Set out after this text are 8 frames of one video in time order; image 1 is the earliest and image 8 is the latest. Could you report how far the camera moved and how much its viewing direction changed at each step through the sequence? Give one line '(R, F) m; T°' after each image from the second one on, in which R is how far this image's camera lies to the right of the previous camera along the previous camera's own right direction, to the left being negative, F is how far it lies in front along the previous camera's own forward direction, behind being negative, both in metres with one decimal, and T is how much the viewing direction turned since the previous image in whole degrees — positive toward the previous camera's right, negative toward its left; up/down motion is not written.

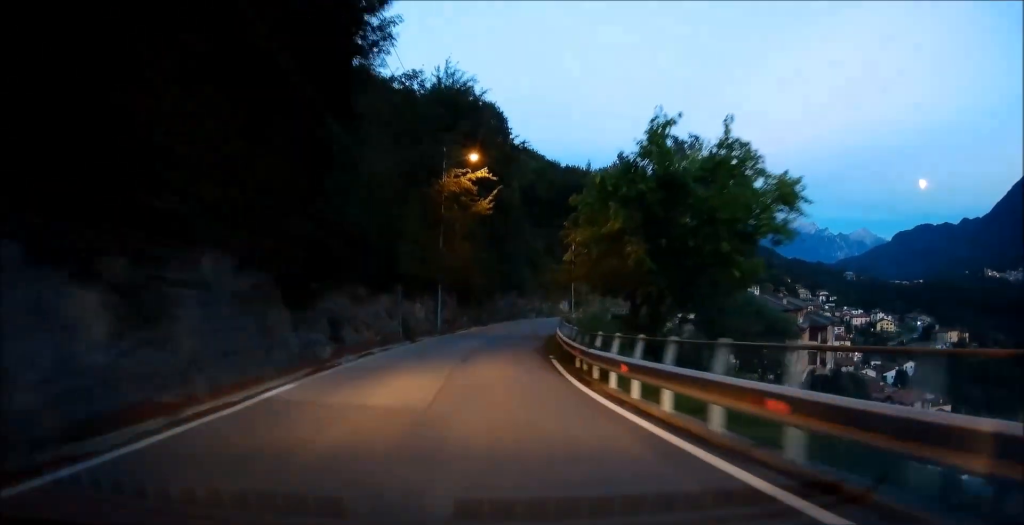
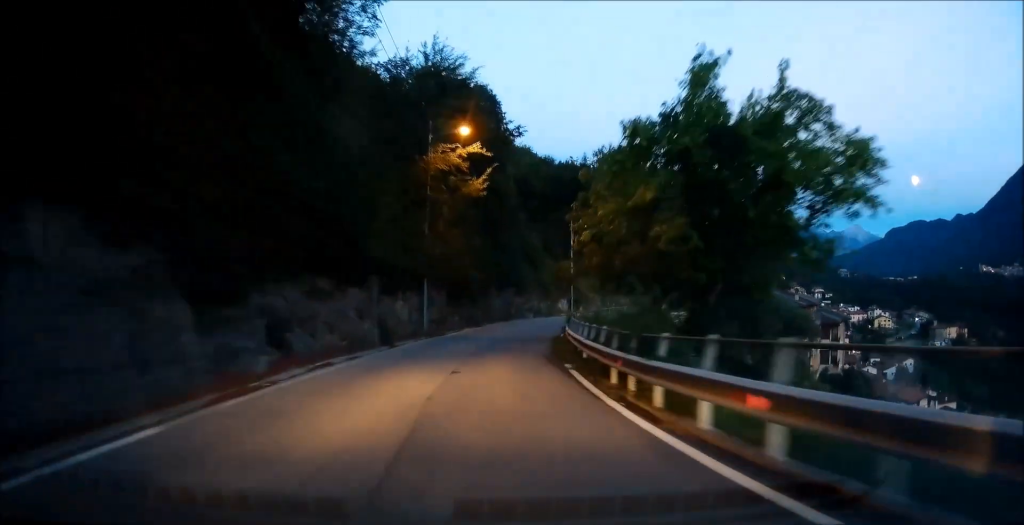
(-0.2, +5.3) m; 0°
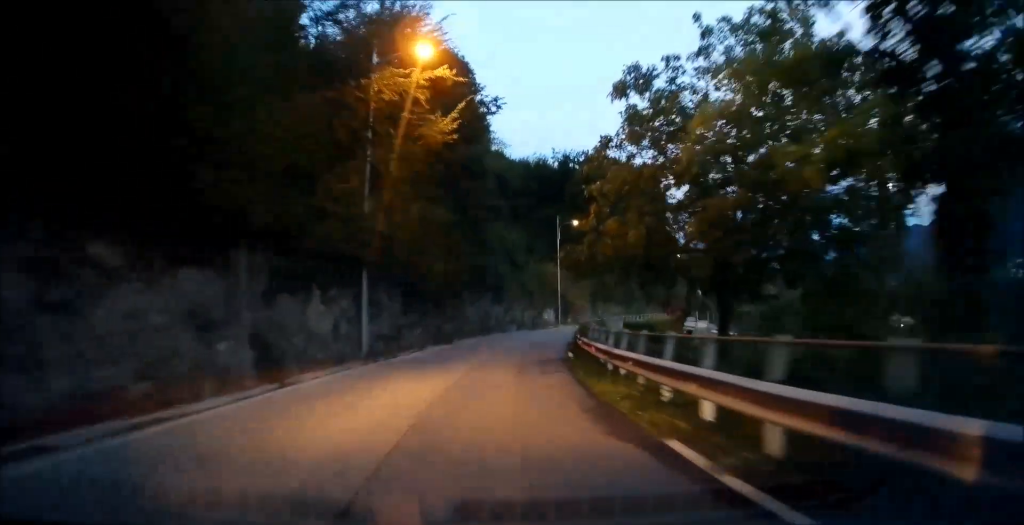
(+0.5, +11.0) m; +3°
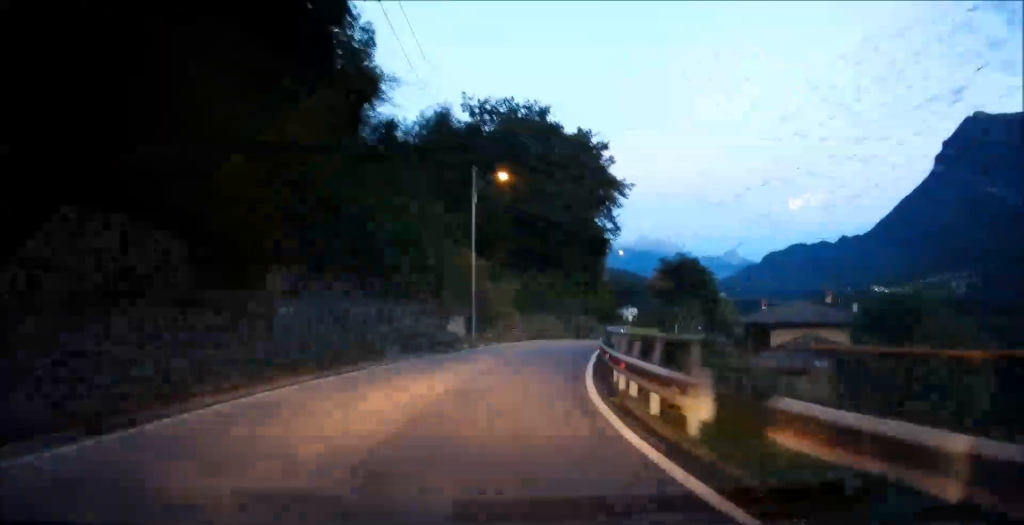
(+3.4, +24.7) m; +16°
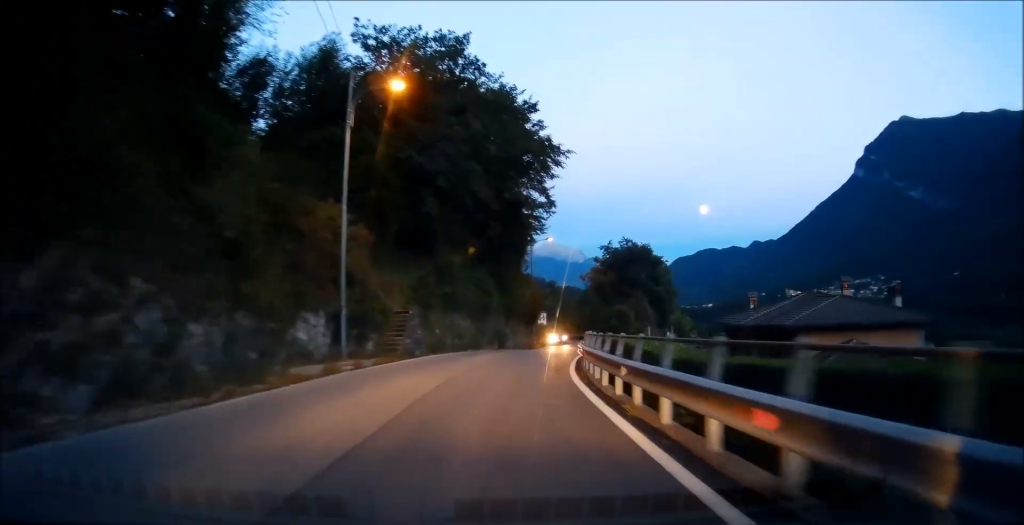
(+0.4, +16.1) m; +4°
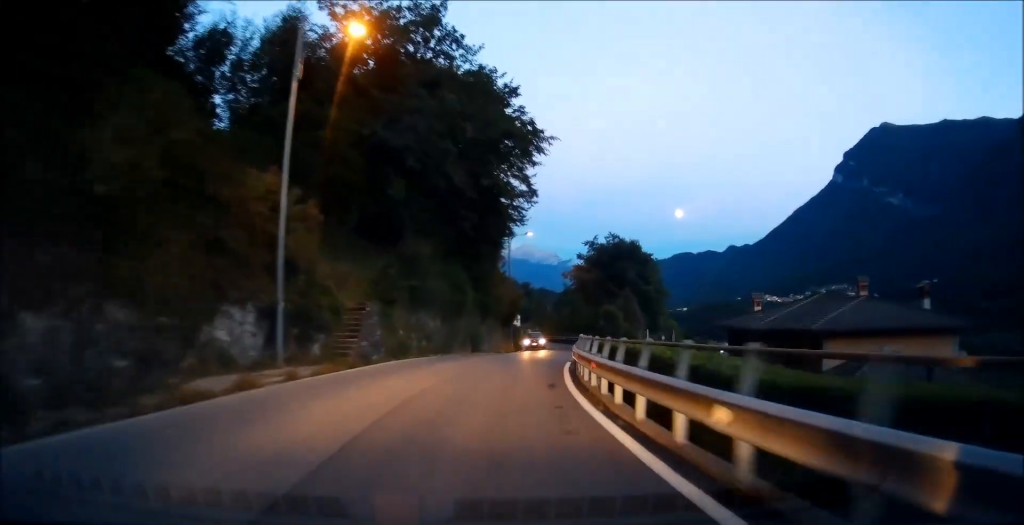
(-0.1, +5.0) m; +3°
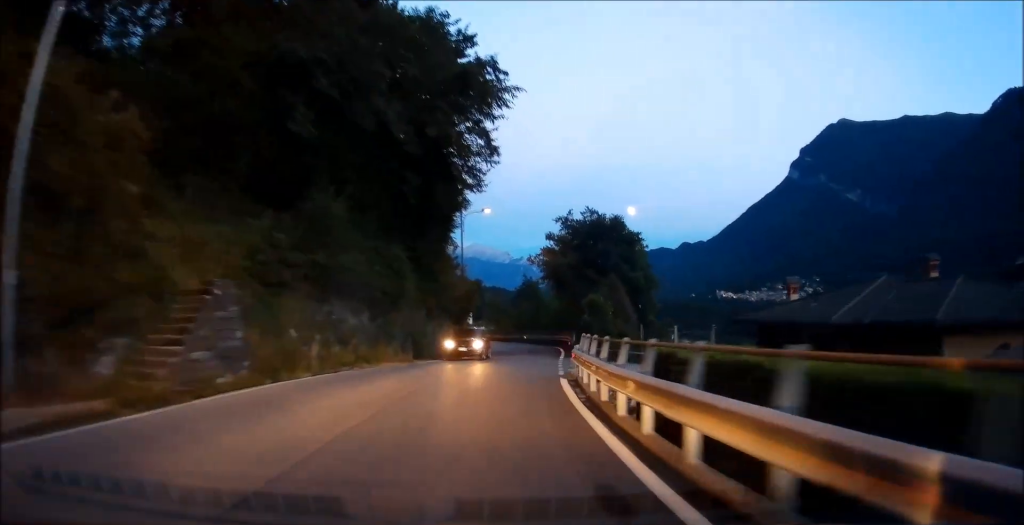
(+0.8, +10.6) m; +4°
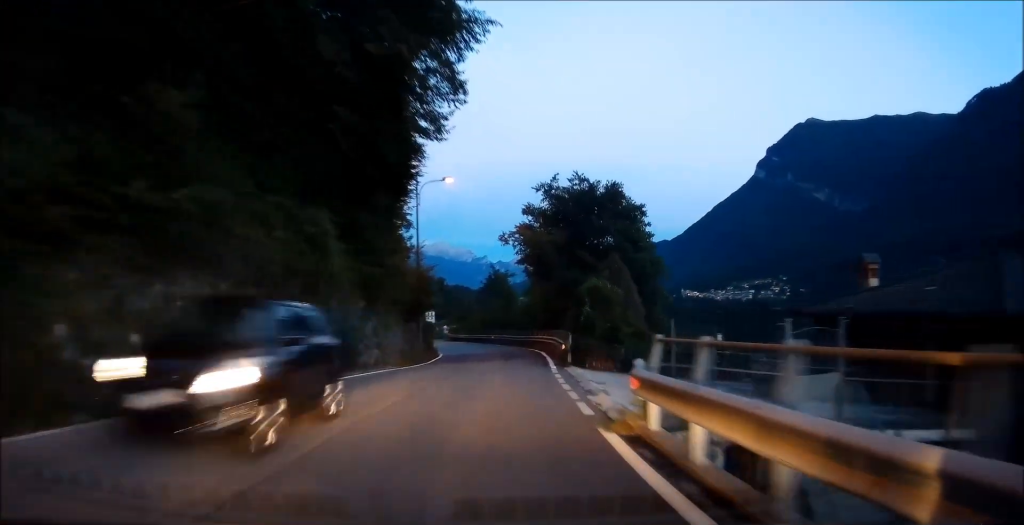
(0.0, +9.3) m; +2°
